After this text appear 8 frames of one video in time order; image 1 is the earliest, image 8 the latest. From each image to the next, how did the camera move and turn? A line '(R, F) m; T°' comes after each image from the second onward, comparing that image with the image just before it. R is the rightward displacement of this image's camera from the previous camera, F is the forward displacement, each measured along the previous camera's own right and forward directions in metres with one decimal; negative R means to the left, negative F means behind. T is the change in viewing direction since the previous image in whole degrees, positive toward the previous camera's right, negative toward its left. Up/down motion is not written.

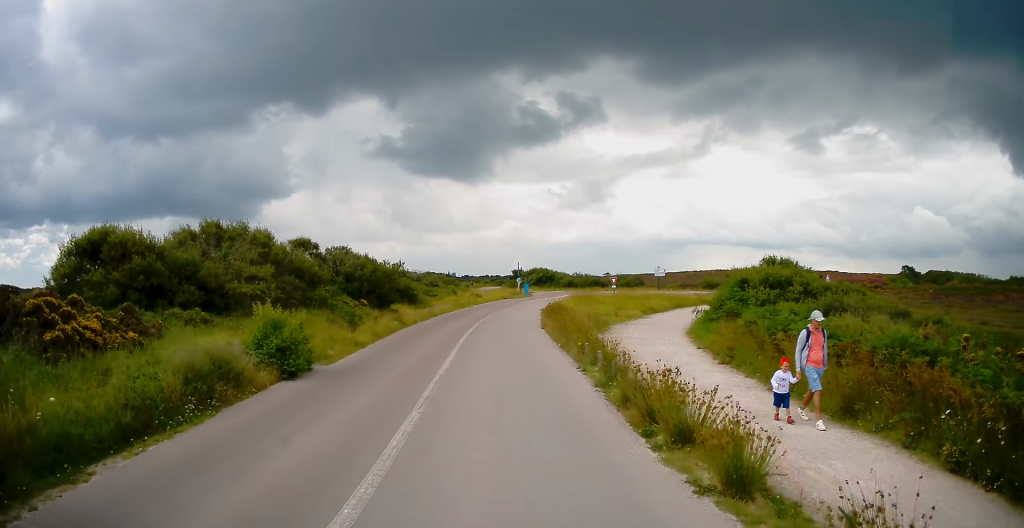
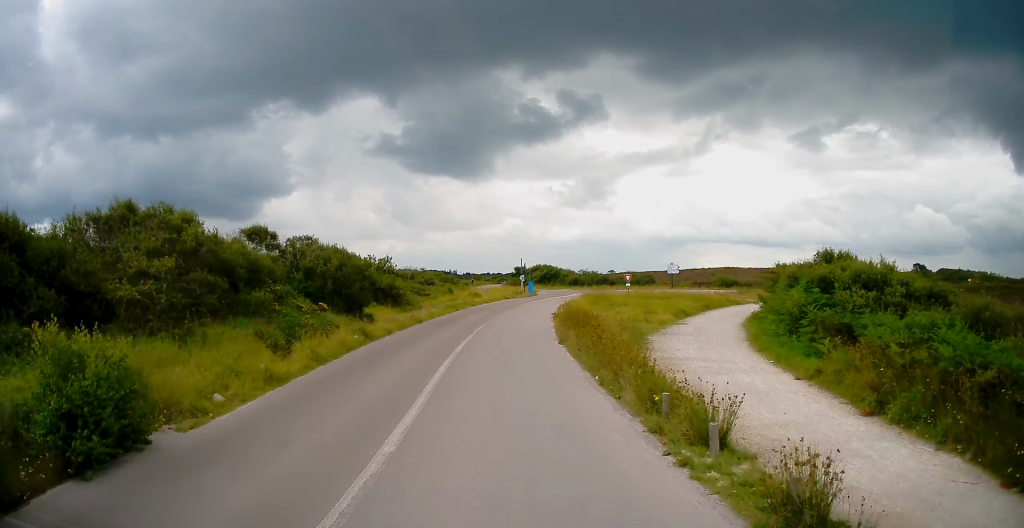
(0.0, +6.9) m; 0°
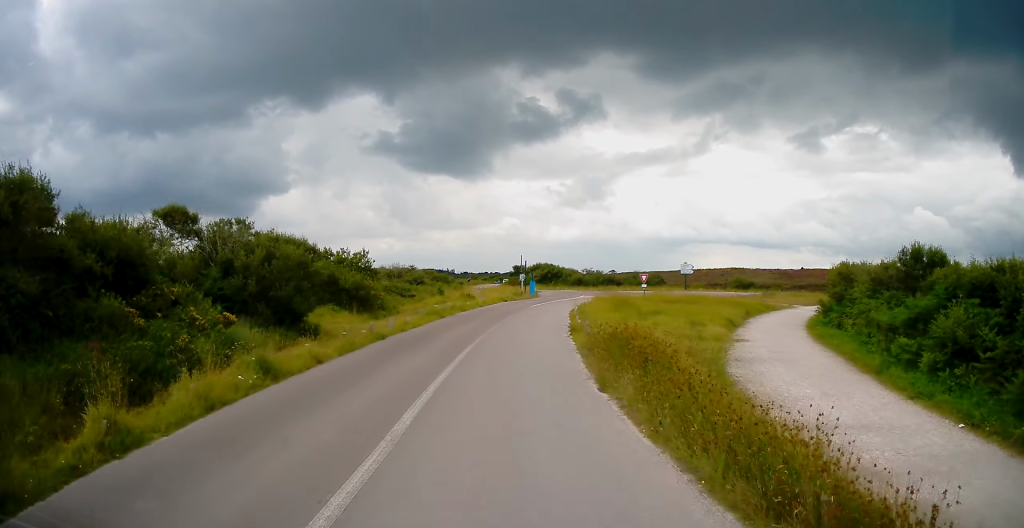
(0.0, +7.9) m; 0°
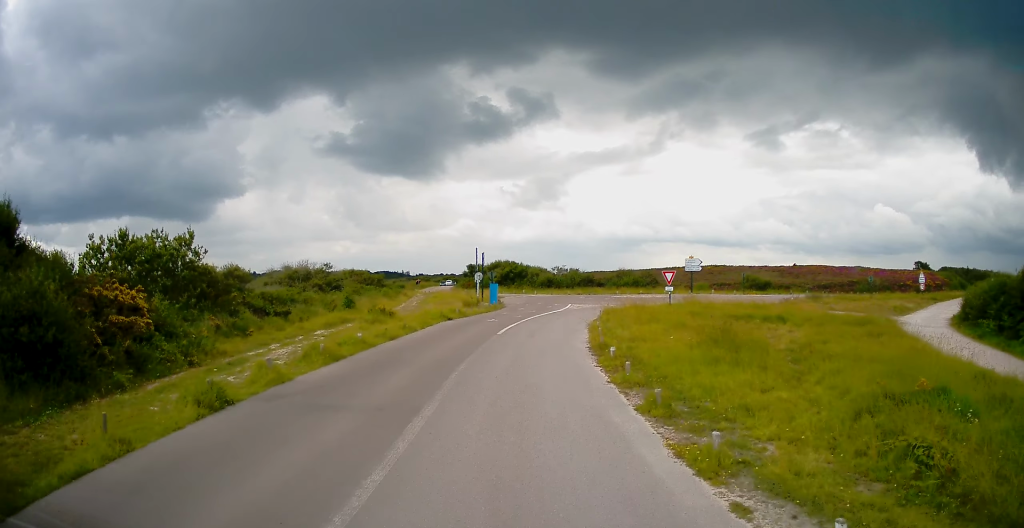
(+0.8, +19.9) m; +5°
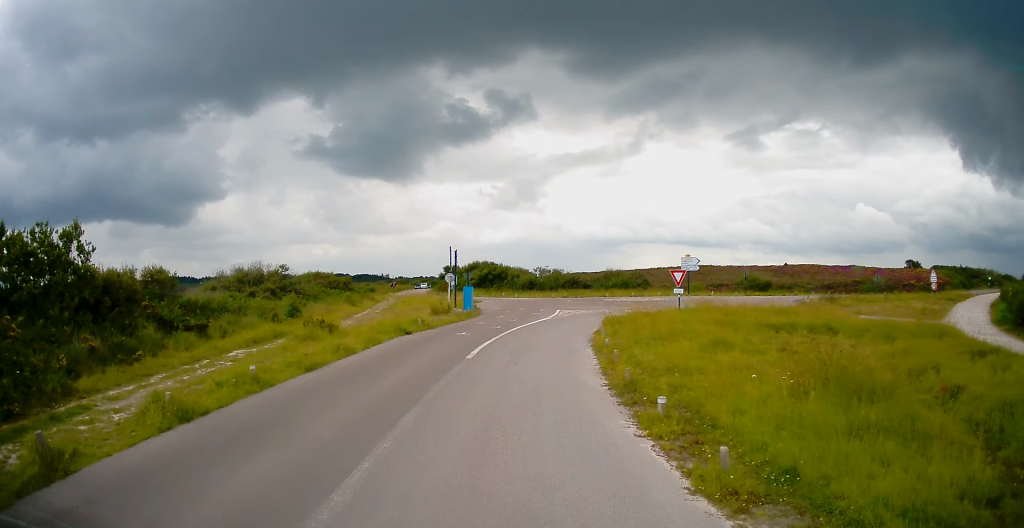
(0.0, +5.7) m; 0°
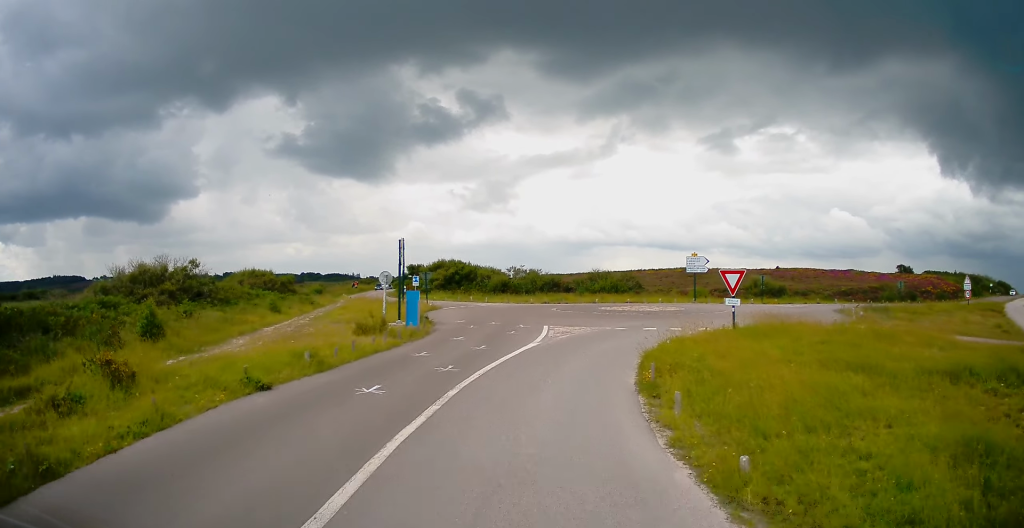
(0.0, +9.9) m; +1°
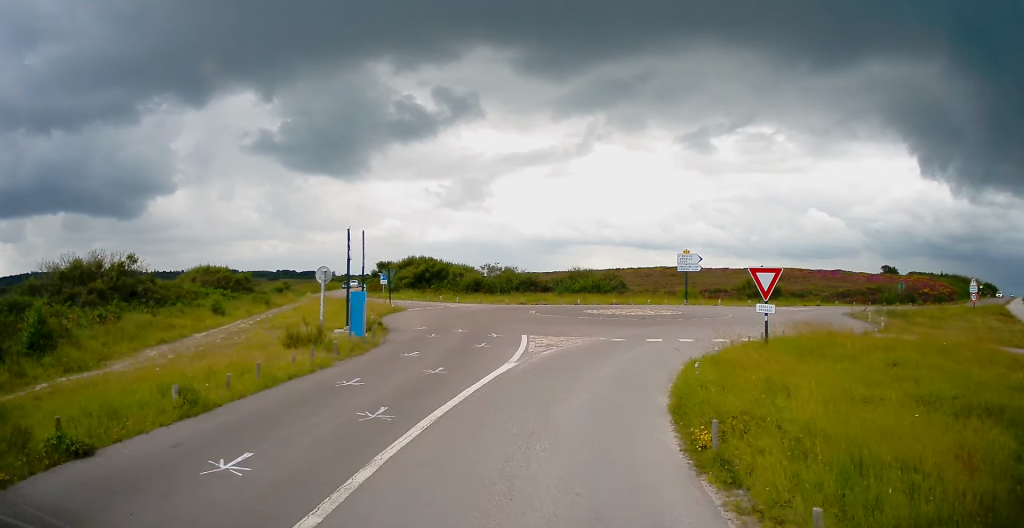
(0.0, +4.3) m; +2°
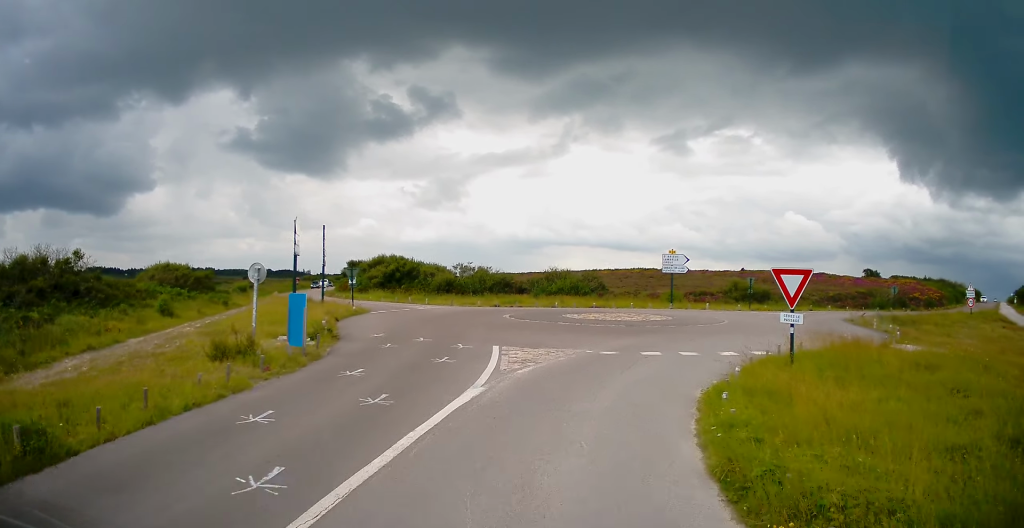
(0.0, +3.0) m; +3°
